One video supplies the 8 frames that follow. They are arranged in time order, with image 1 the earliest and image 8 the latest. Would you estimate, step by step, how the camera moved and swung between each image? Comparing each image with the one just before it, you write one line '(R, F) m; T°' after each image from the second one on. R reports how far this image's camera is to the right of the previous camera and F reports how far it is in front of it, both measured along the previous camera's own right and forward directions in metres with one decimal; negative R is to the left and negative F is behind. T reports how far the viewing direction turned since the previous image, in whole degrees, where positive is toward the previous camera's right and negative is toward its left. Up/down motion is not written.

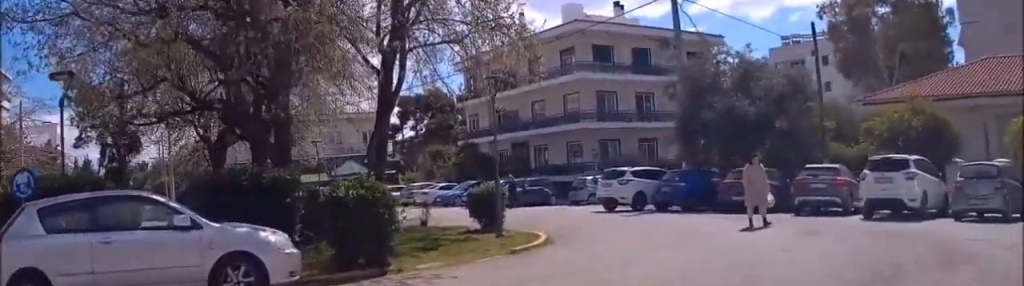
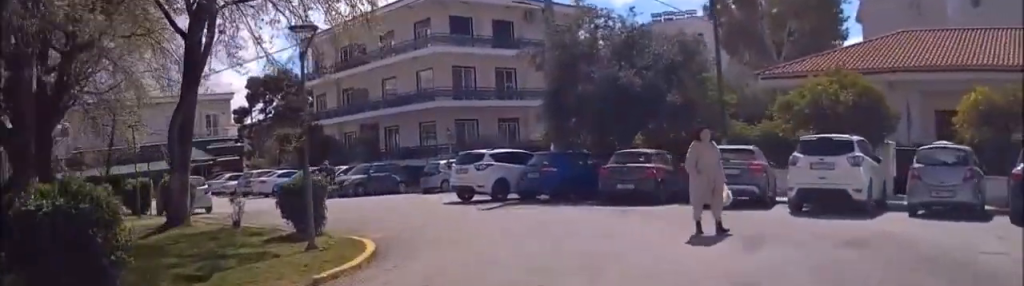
(+0.1, +4.4) m; 0°
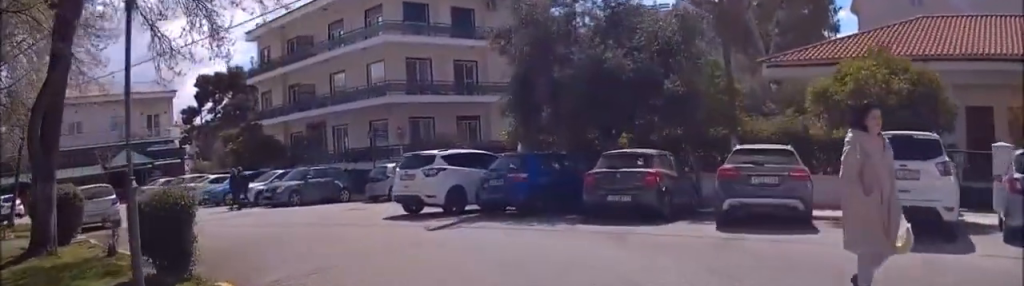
(-0.1, +4.5) m; -4°
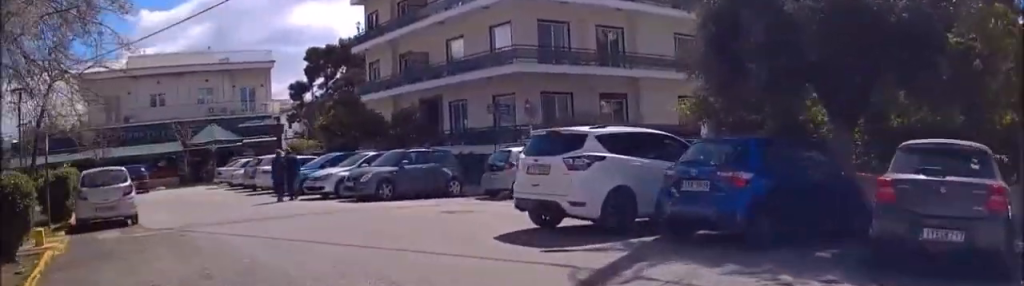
(-0.7, +6.8) m; -13°
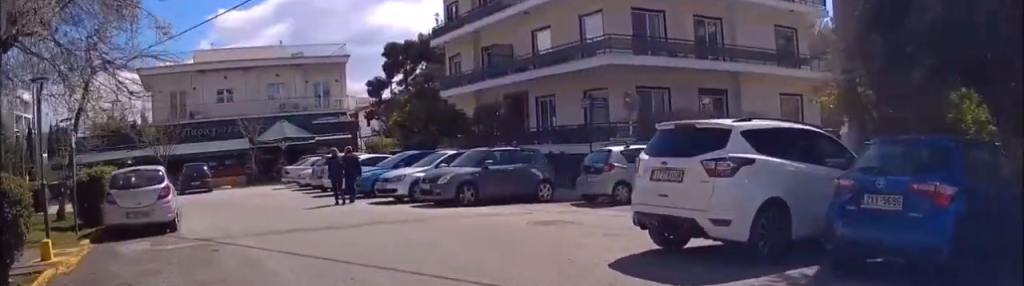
(-0.2, +2.4) m; -5°
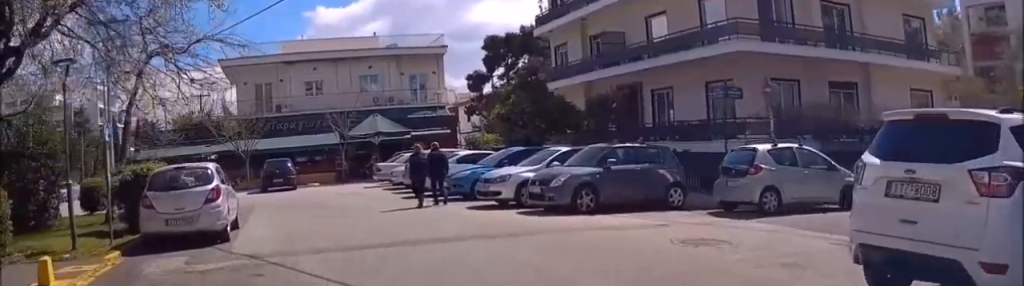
(-0.1, +2.8) m; -4°
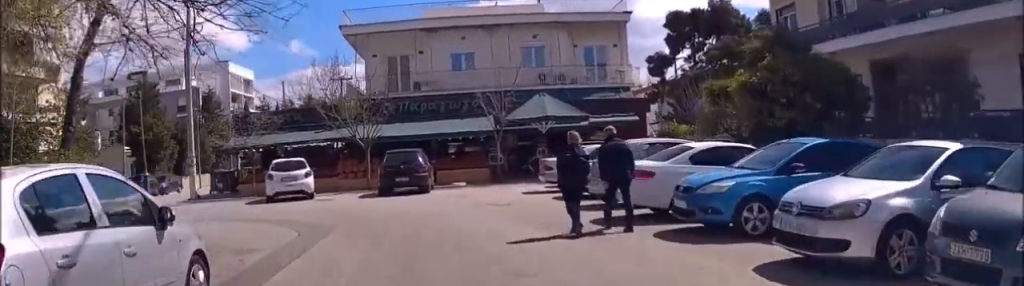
(-0.7, +9.5) m; -13°
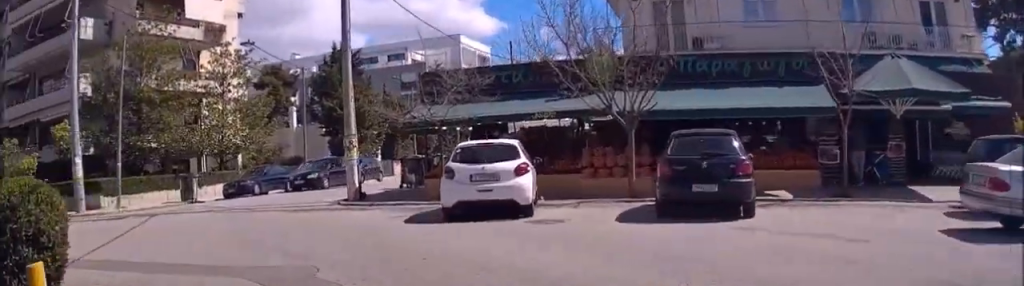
(-2.8, +10.6) m; -32°
